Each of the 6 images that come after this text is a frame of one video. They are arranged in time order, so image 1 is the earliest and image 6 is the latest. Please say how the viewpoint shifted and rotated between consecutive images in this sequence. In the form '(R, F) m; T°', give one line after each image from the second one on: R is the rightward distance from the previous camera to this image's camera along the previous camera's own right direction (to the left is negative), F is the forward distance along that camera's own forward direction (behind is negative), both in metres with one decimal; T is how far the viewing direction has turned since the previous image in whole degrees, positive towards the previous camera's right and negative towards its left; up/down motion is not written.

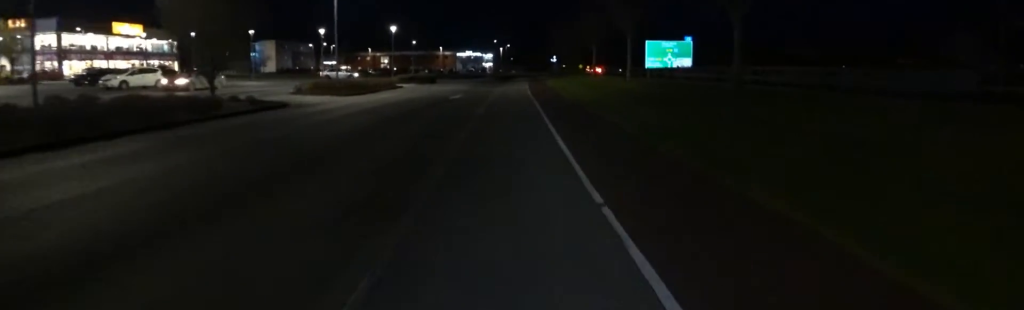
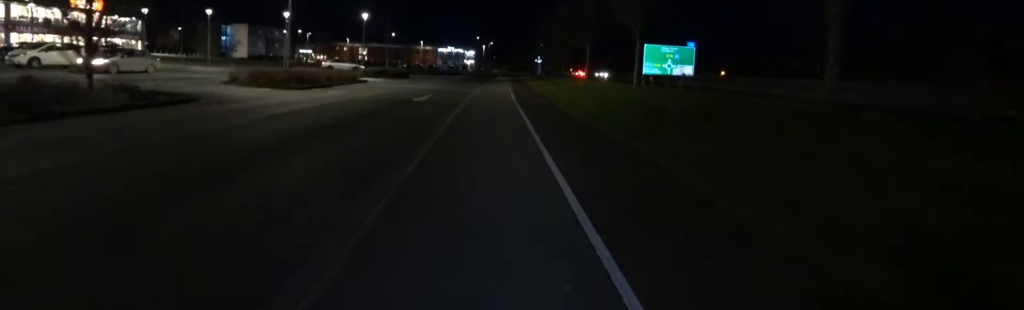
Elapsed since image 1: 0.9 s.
(0.0, +3.8) m; 0°
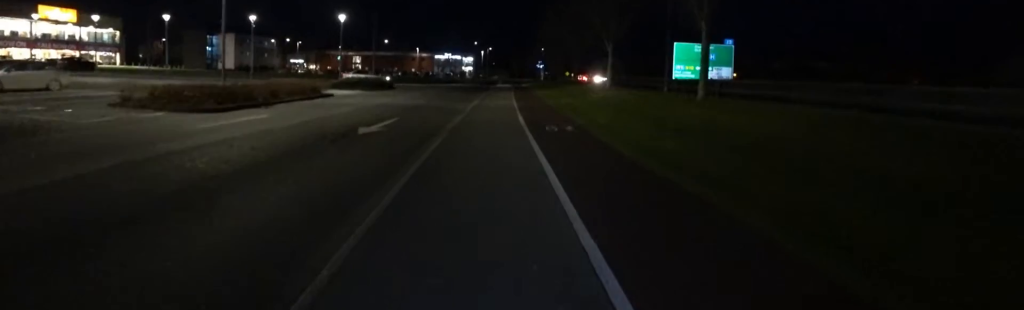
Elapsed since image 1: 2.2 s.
(0.0, +5.6) m; 0°
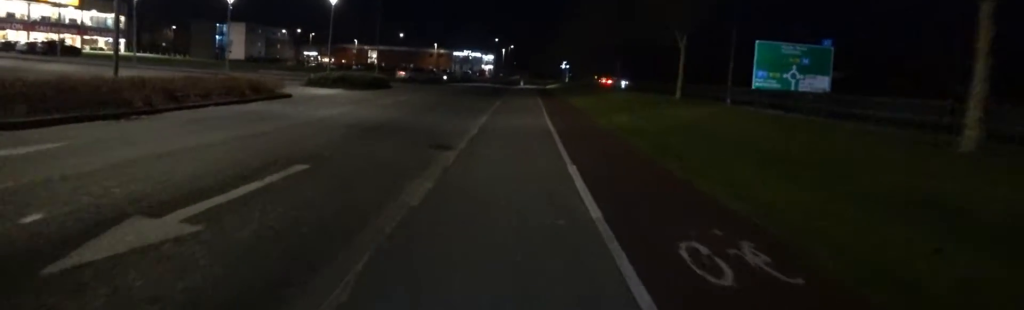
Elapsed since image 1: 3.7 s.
(0.0, +6.5) m; 0°
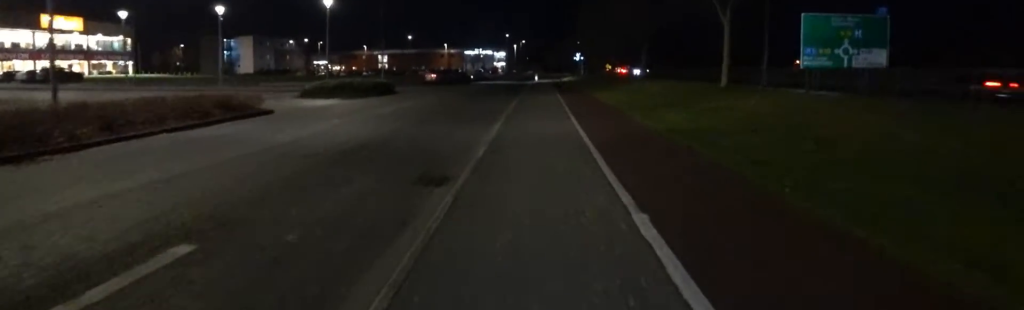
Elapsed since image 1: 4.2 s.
(0.0, +2.2) m; 0°
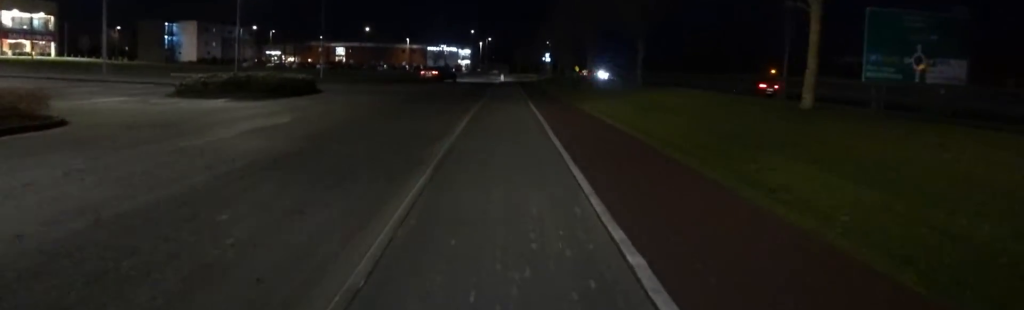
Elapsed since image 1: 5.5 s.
(0.0, +5.2) m; 0°
